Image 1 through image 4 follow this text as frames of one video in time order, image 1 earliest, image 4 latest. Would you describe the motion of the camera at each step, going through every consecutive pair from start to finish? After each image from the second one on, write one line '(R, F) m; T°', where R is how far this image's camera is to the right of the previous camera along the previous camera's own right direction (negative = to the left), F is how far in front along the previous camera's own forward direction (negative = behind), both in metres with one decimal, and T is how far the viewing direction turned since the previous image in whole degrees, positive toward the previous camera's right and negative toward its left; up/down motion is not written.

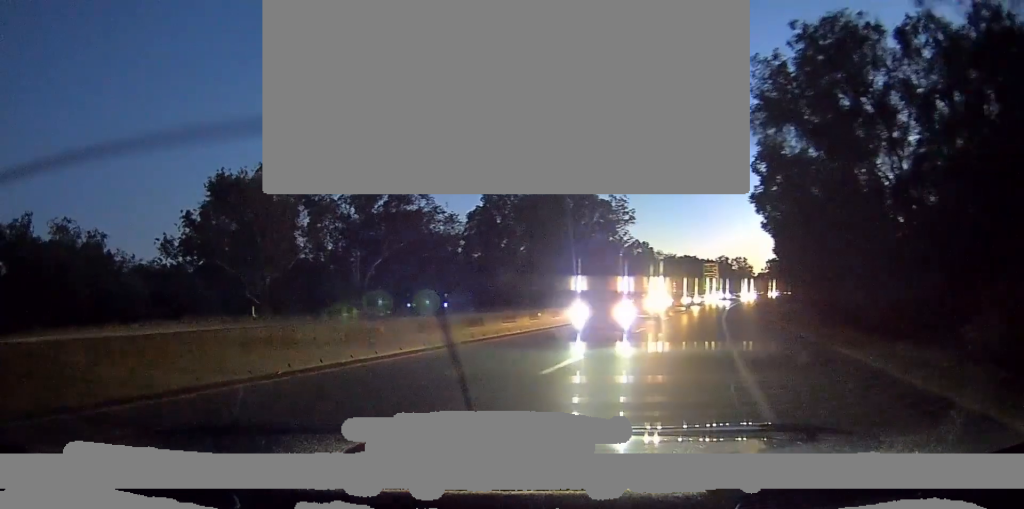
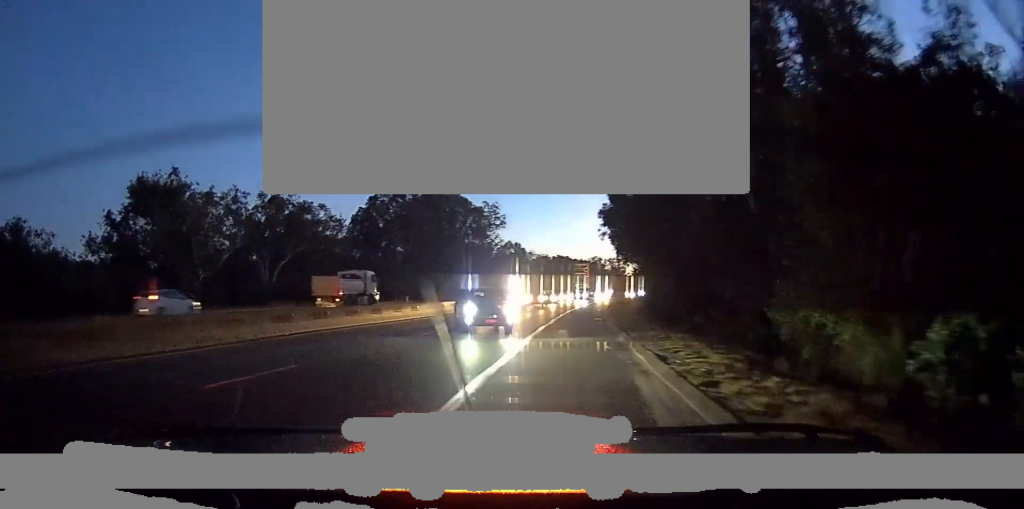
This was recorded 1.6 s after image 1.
(+0.1, +7.5) m; 0°
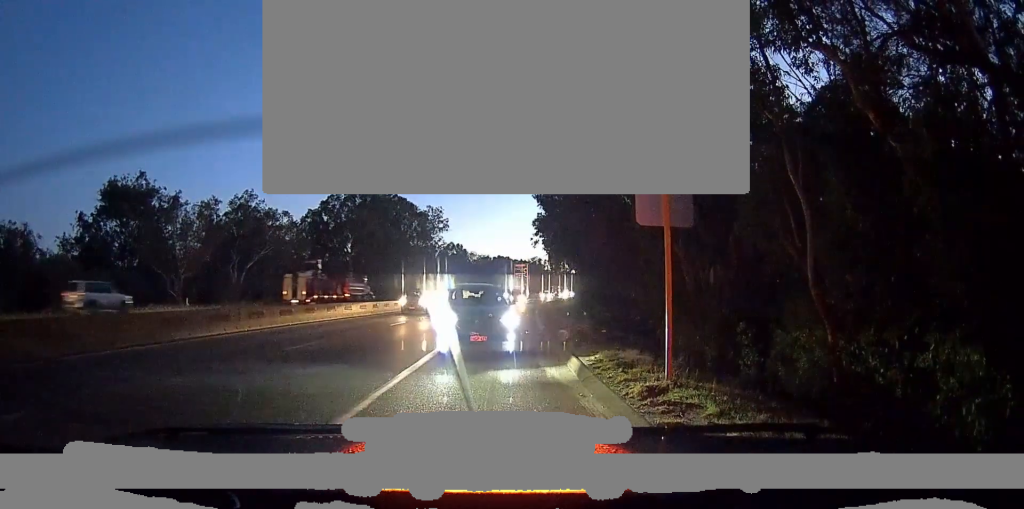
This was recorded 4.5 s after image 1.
(0.0, +7.0) m; 0°
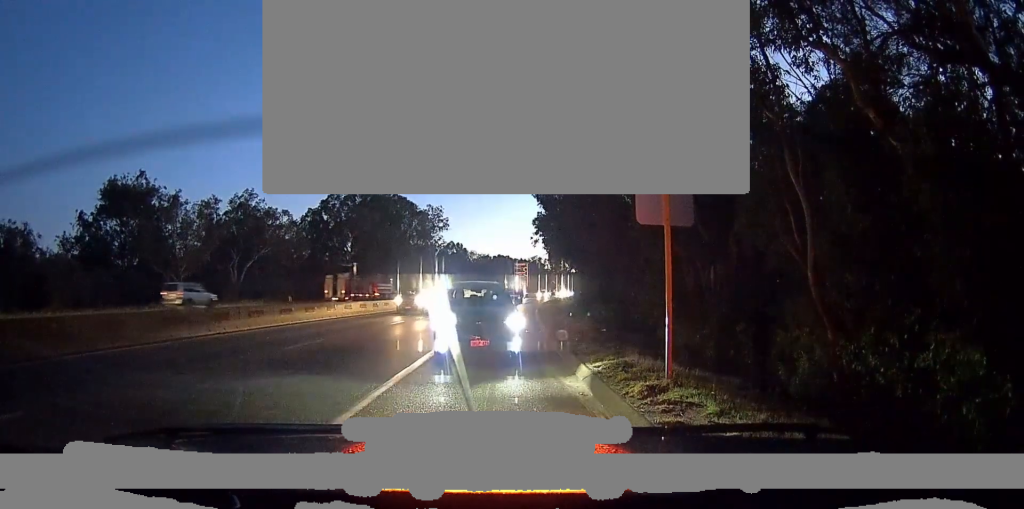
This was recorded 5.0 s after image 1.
(0.0, +0.2) m; 0°
